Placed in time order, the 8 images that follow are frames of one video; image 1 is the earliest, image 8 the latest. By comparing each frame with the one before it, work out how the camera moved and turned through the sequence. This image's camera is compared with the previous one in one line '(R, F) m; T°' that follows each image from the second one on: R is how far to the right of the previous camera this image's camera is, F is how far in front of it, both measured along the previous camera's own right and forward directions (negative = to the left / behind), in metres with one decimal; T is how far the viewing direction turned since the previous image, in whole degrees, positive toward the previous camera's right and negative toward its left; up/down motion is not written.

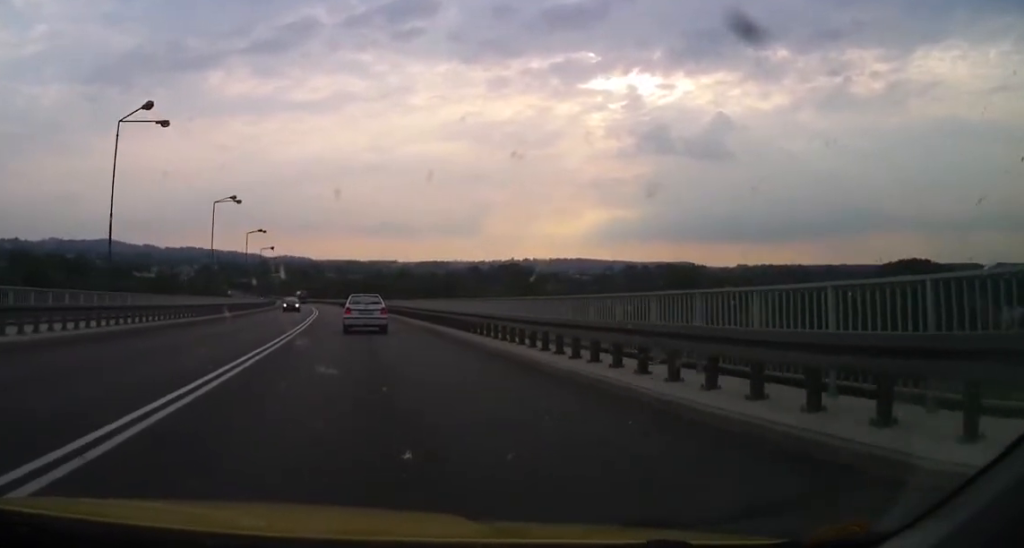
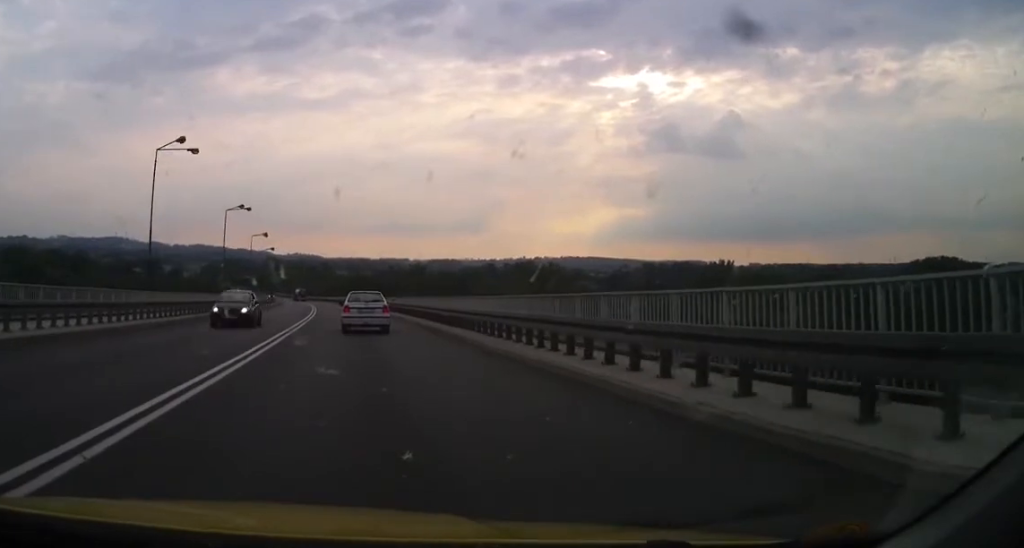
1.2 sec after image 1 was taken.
(-0.3, +18.5) m; -1°
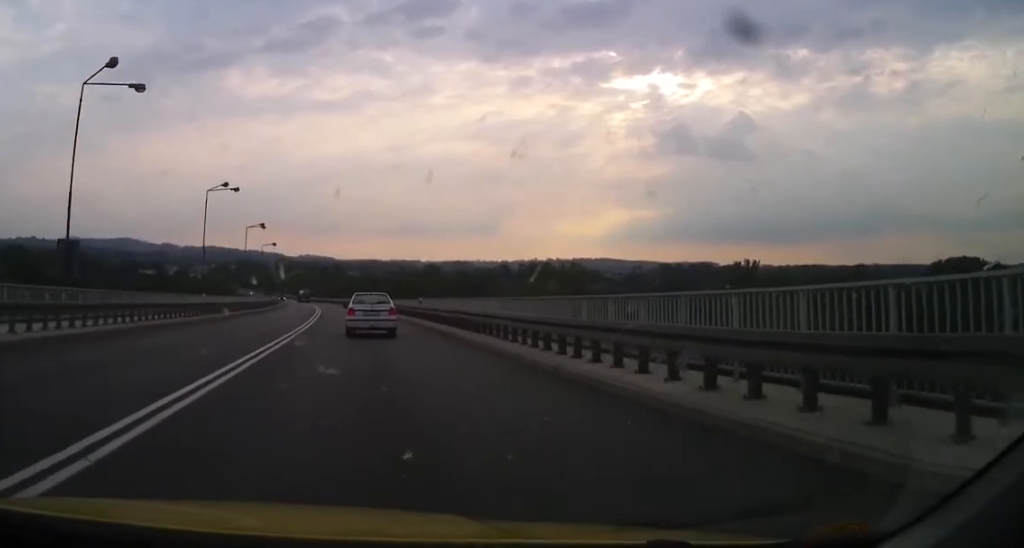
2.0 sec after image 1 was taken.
(0.0, +11.9) m; -1°
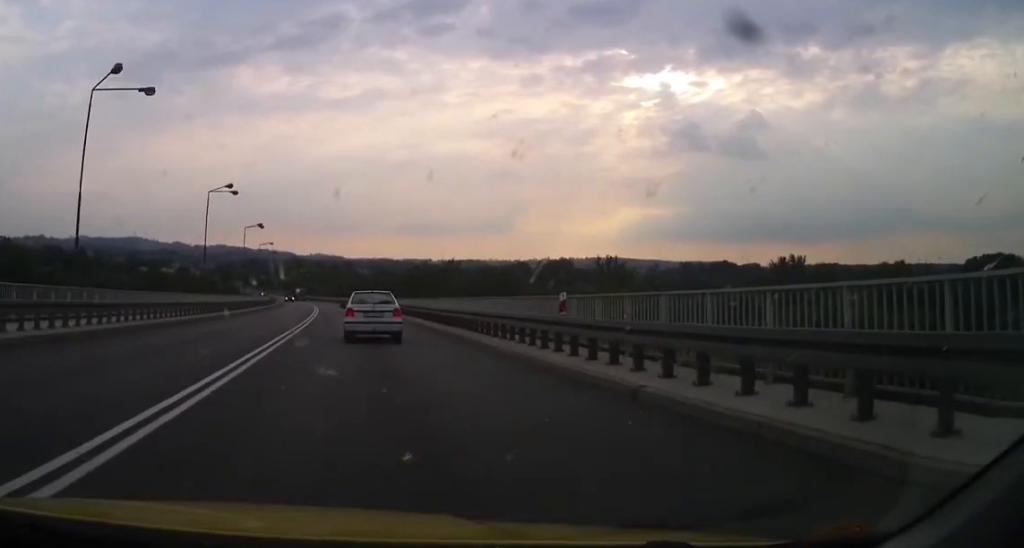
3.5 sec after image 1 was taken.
(-0.5, +24.2) m; -2°
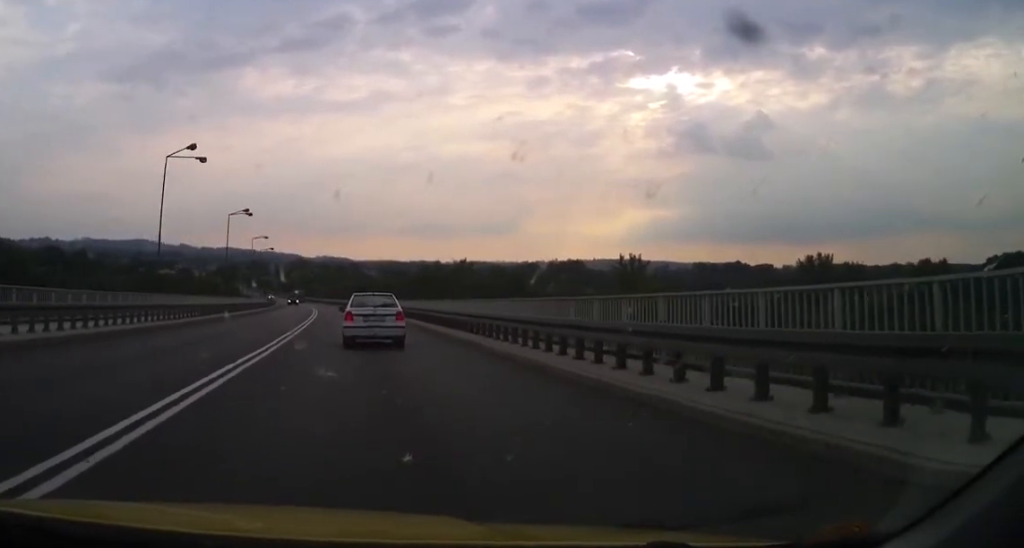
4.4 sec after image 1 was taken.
(0.0, +13.6) m; 0°
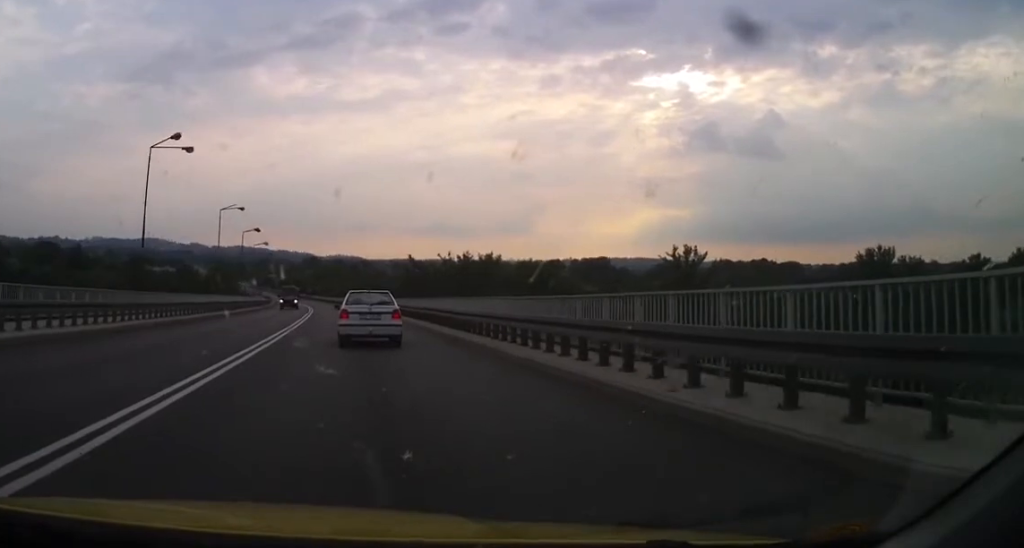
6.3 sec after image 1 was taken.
(-0.4, +29.4) m; -2°
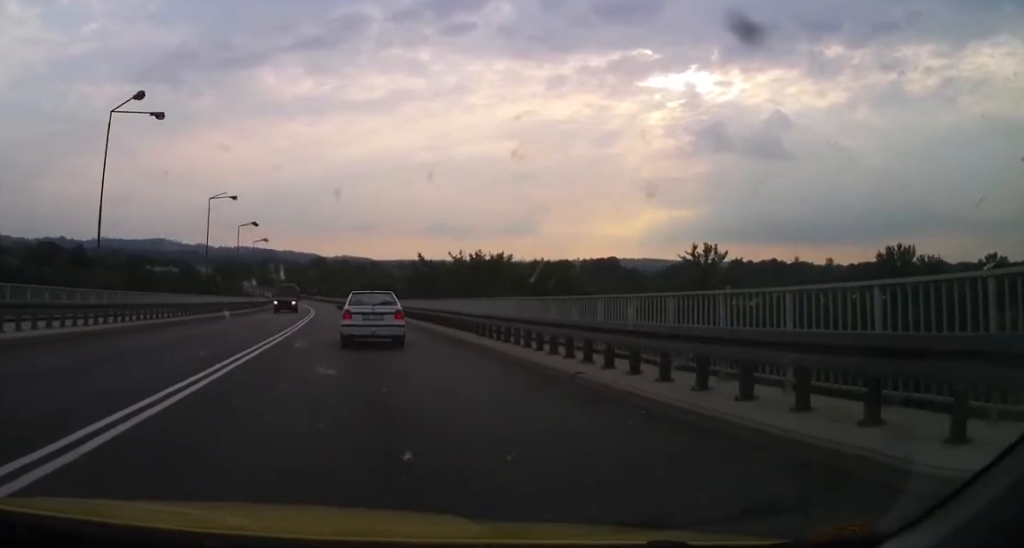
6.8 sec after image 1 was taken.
(0.0, +7.5) m; 0°
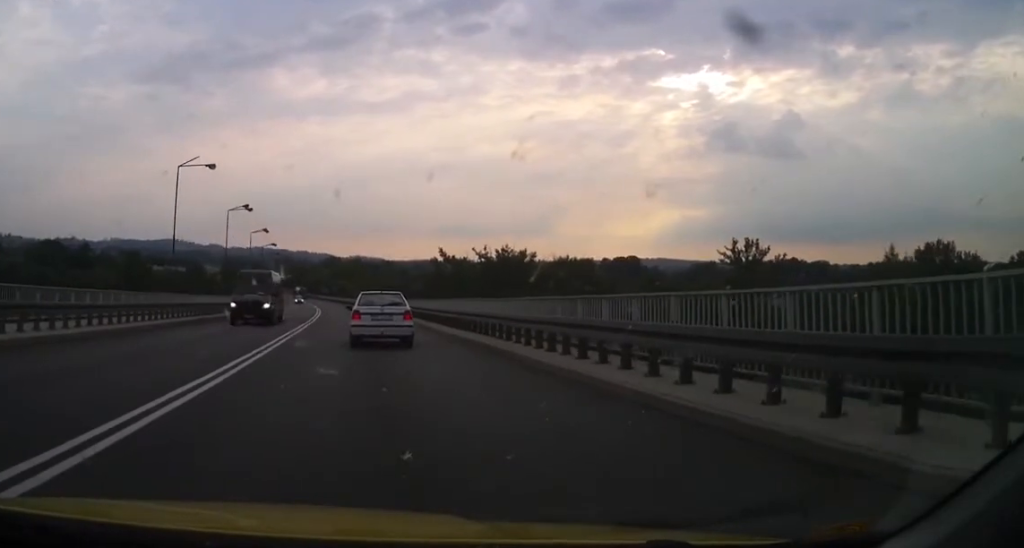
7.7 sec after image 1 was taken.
(0.0, +13.8) m; 0°
